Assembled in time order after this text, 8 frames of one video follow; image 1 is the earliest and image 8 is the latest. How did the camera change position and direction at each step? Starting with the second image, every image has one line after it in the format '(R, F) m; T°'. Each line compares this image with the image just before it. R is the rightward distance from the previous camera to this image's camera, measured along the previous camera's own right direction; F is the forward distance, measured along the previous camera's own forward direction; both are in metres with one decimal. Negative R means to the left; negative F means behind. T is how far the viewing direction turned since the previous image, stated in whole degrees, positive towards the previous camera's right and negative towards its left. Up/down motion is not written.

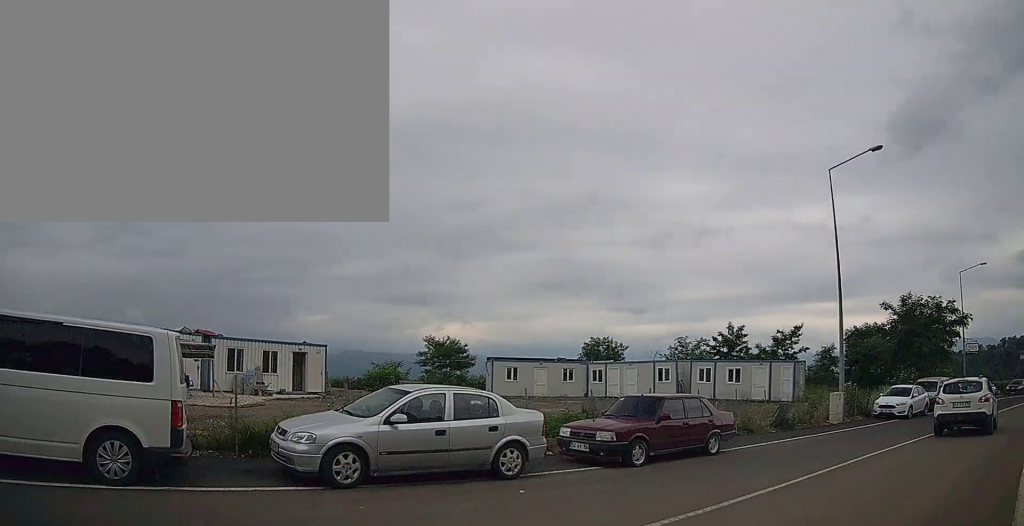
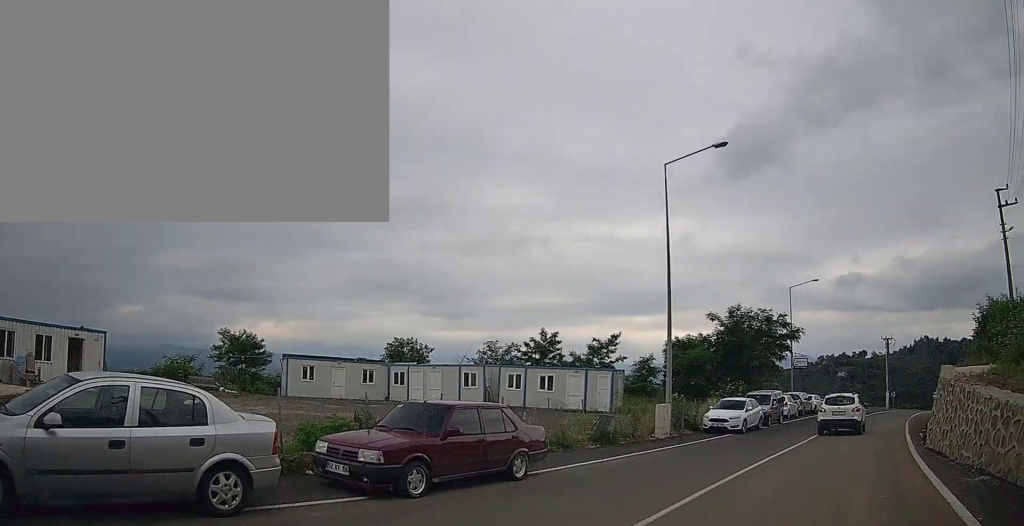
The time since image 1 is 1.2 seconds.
(+0.5, +2.6) m; +22°
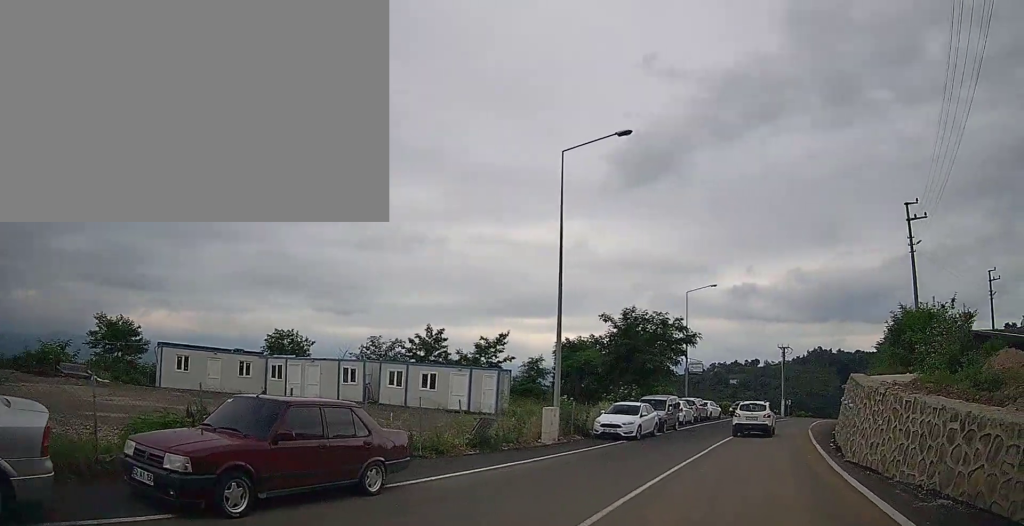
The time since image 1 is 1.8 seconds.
(0.0, +1.5) m; +12°
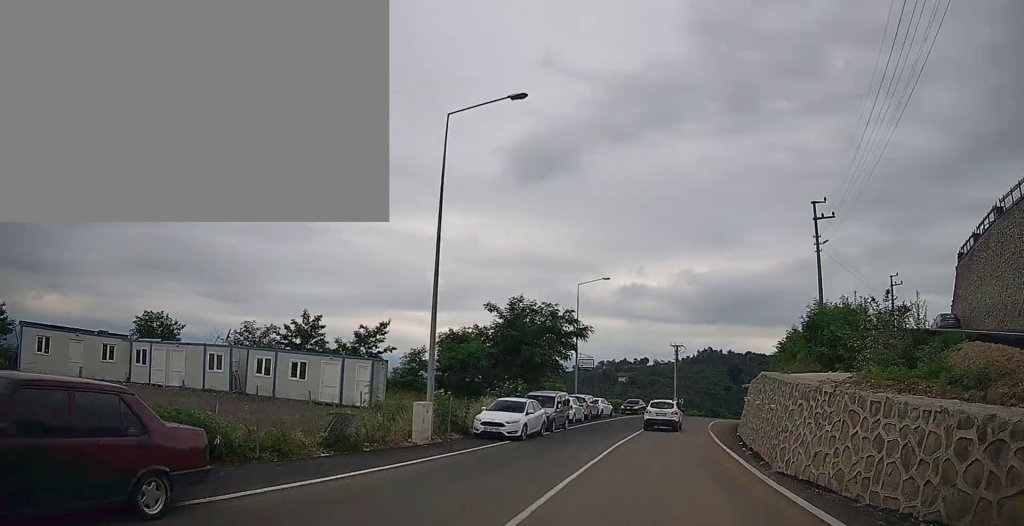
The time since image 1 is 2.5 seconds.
(+0.5, +2.2) m; +8°
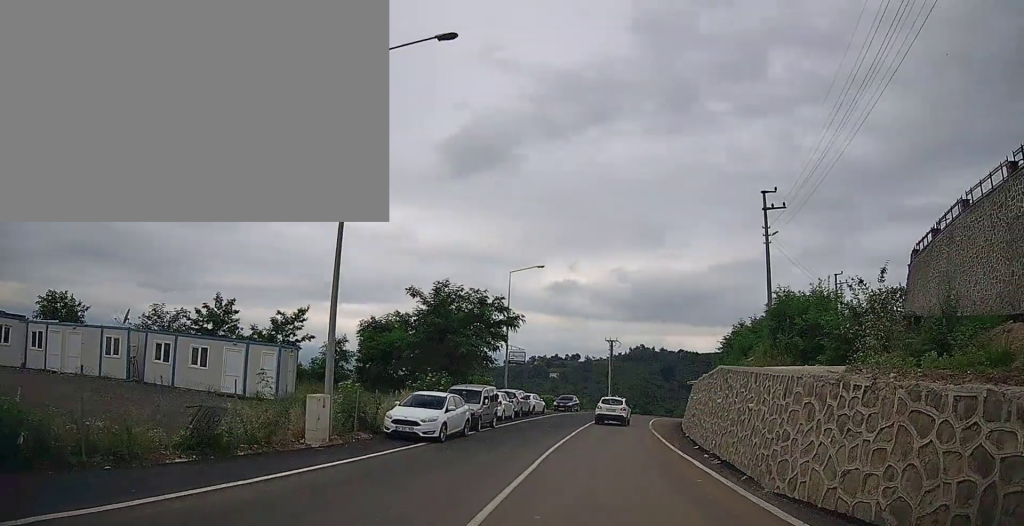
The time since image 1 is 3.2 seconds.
(+0.1, +2.7) m; +5°
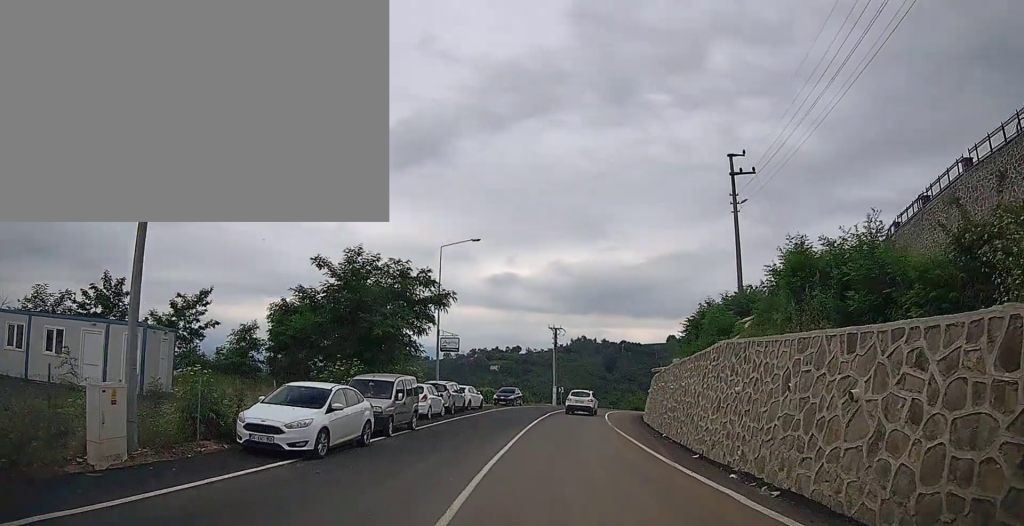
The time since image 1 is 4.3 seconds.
(+0.3, +5.2) m; +5°
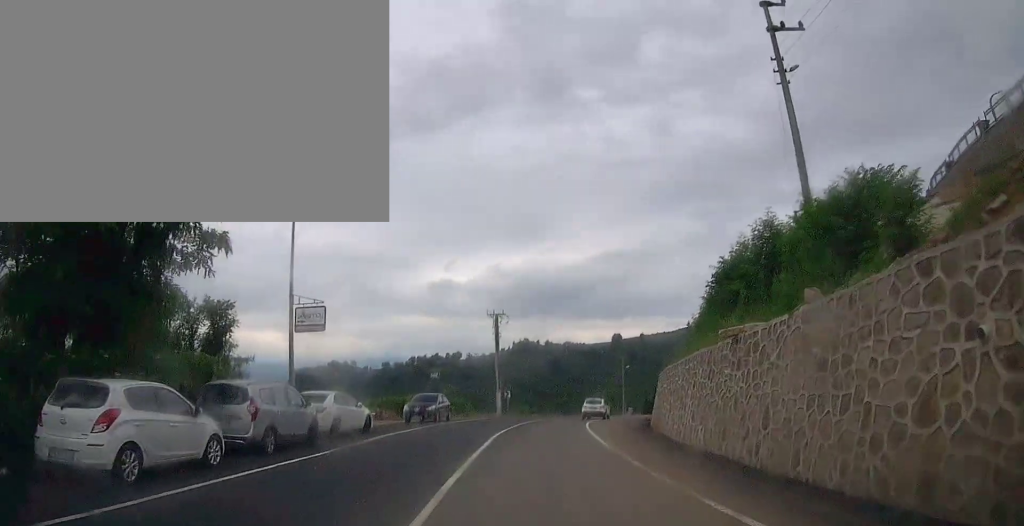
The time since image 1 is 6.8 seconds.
(+0.7, +16.0) m; +5°
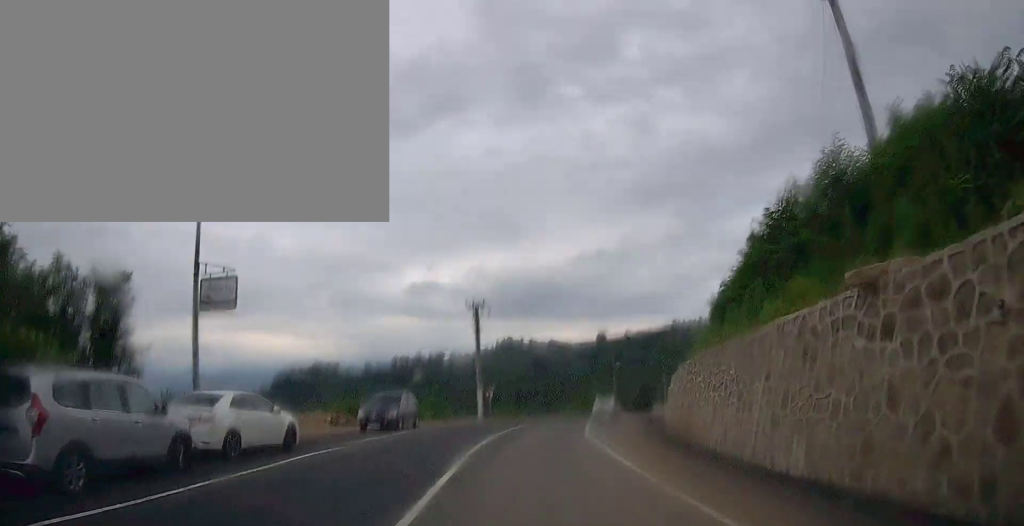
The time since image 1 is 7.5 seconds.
(+0.1, +5.8) m; +2°
